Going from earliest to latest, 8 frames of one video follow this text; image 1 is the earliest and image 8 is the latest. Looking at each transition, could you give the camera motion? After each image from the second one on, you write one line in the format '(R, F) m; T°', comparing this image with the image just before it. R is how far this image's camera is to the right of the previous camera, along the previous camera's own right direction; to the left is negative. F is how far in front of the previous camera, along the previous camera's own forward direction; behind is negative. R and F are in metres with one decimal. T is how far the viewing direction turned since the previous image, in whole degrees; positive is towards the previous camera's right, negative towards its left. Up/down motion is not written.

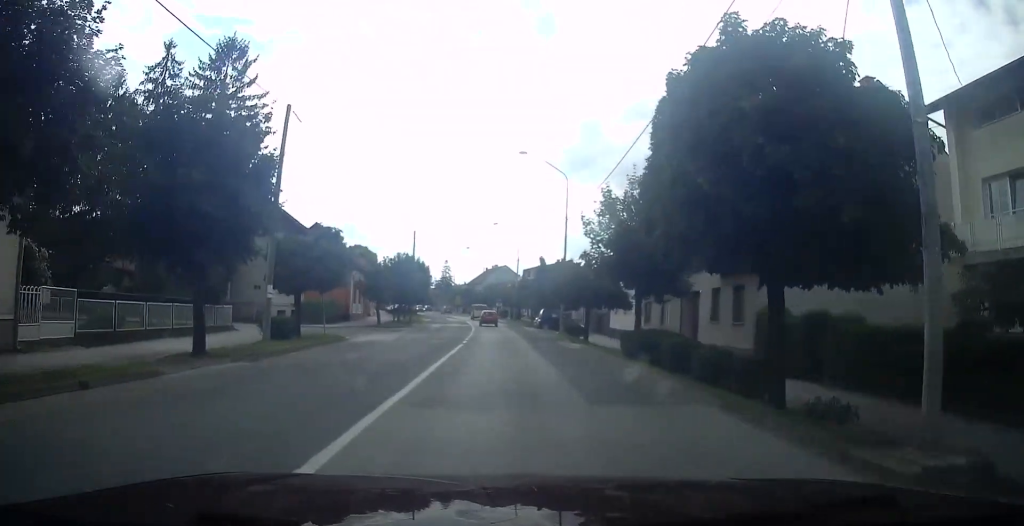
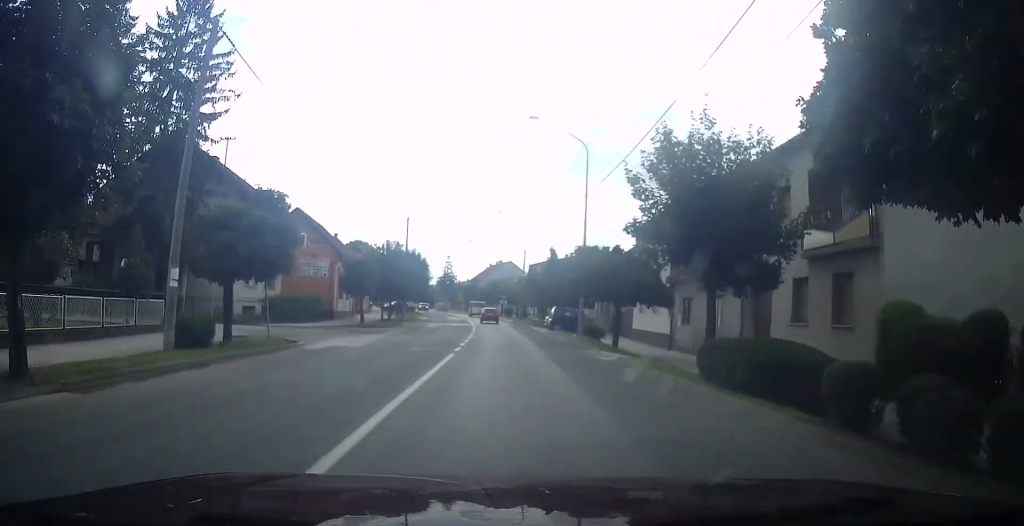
(-0.1, +6.9) m; -1°
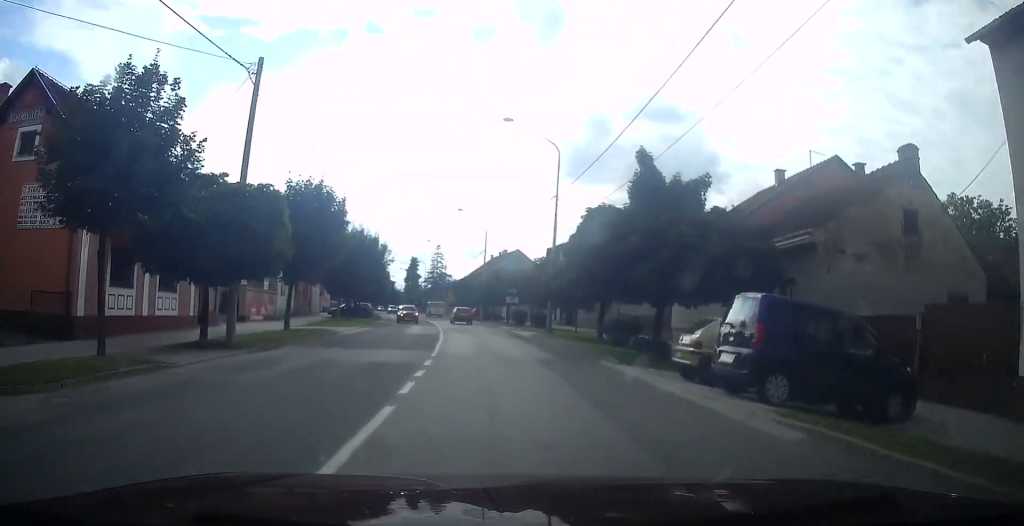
(-0.8, +33.0) m; -1°
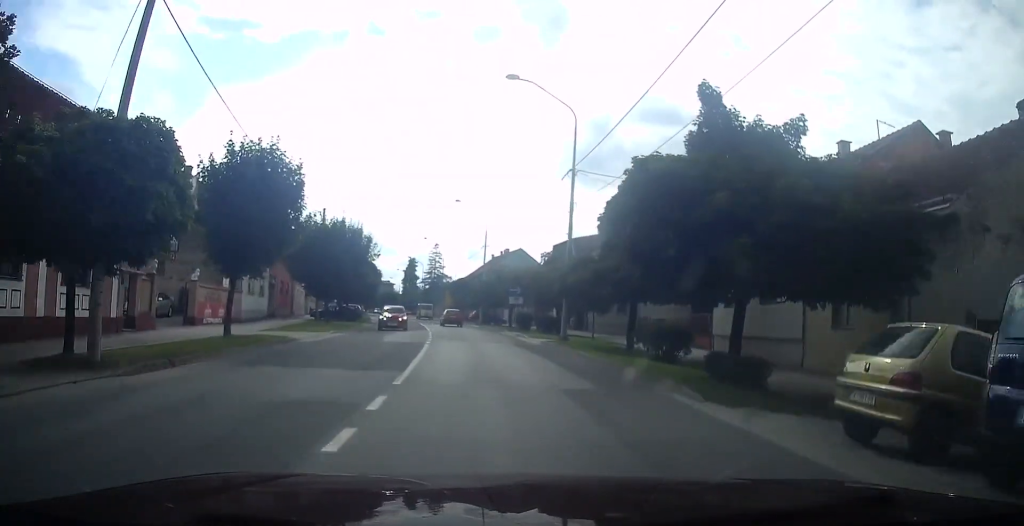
(+0.1, +6.6) m; 0°
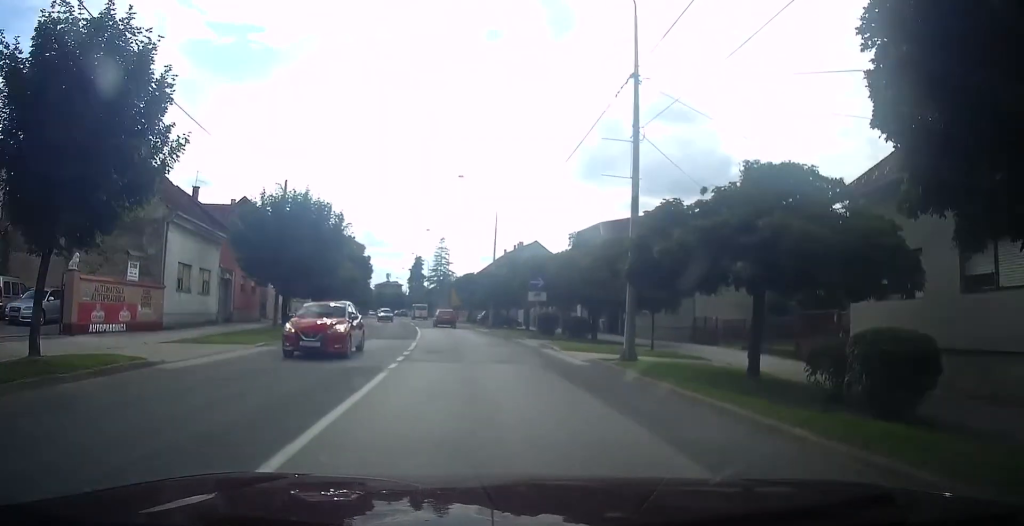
(+0.1, +10.8) m; -1°
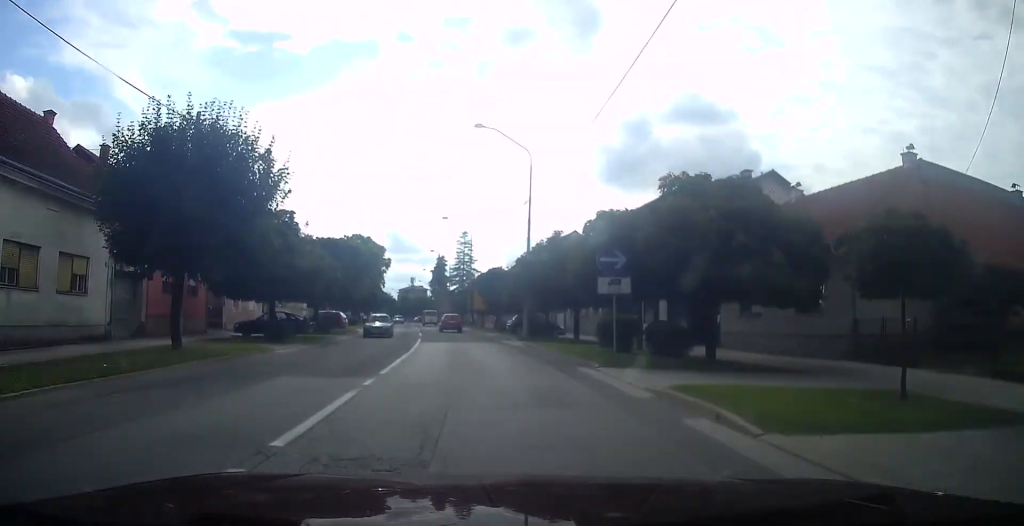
(-0.5, +14.1) m; -4°
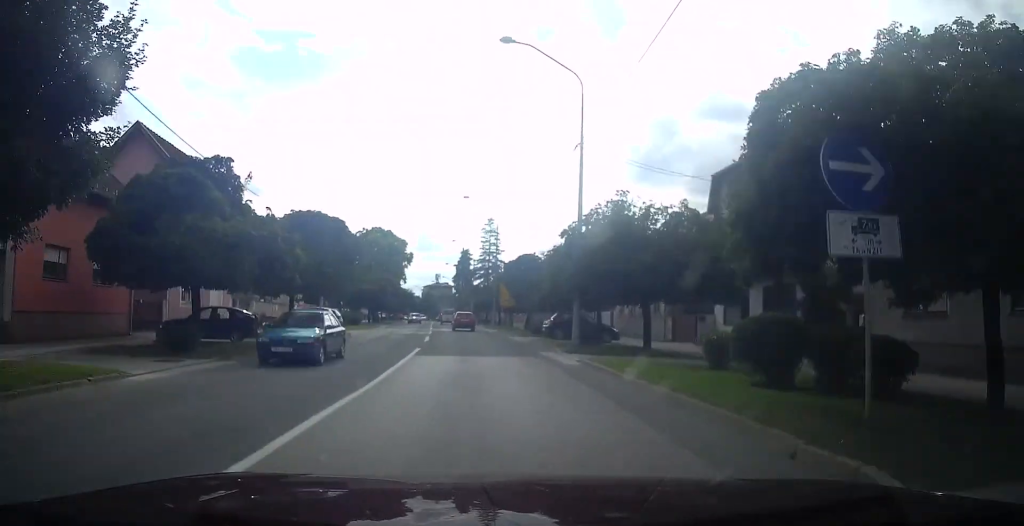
(-0.4, +10.8) m; 0°
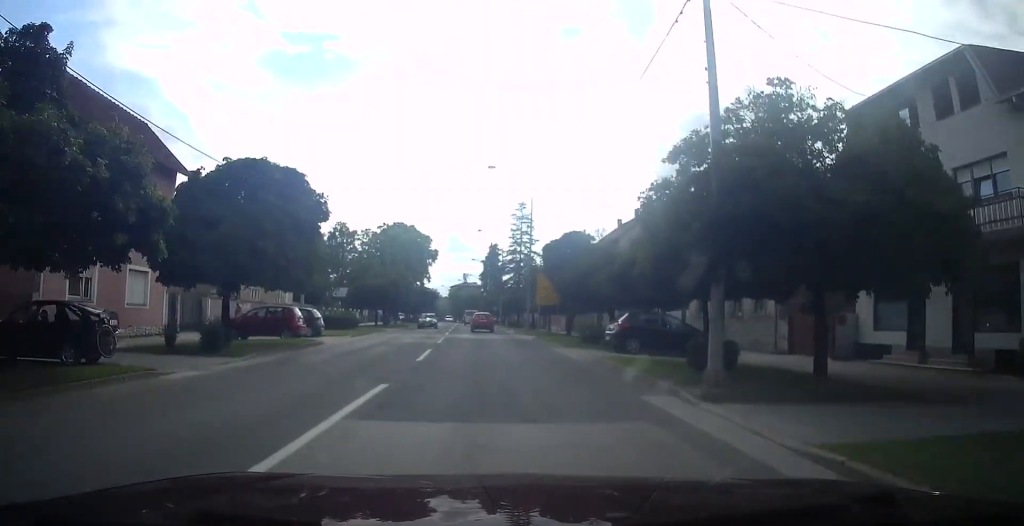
(+0.3, +11.6) m; -2°
